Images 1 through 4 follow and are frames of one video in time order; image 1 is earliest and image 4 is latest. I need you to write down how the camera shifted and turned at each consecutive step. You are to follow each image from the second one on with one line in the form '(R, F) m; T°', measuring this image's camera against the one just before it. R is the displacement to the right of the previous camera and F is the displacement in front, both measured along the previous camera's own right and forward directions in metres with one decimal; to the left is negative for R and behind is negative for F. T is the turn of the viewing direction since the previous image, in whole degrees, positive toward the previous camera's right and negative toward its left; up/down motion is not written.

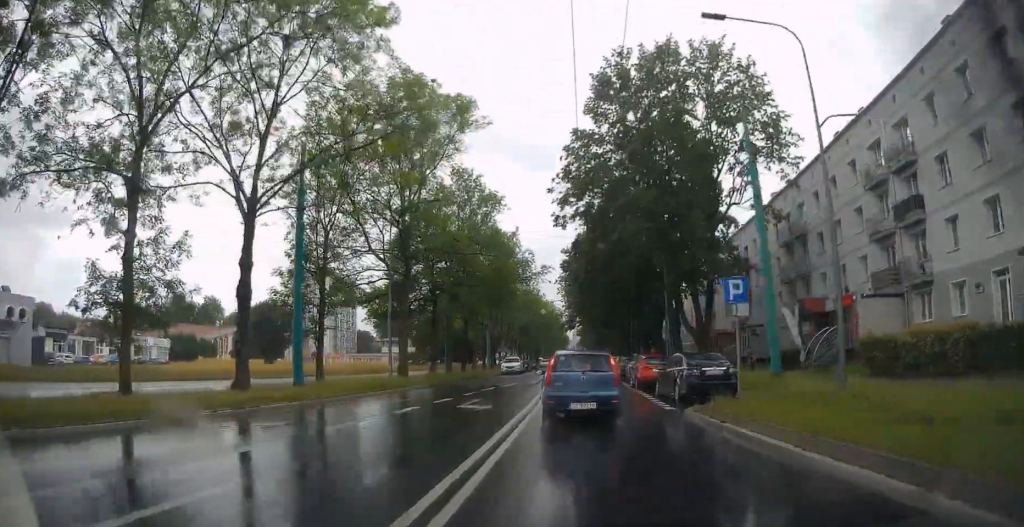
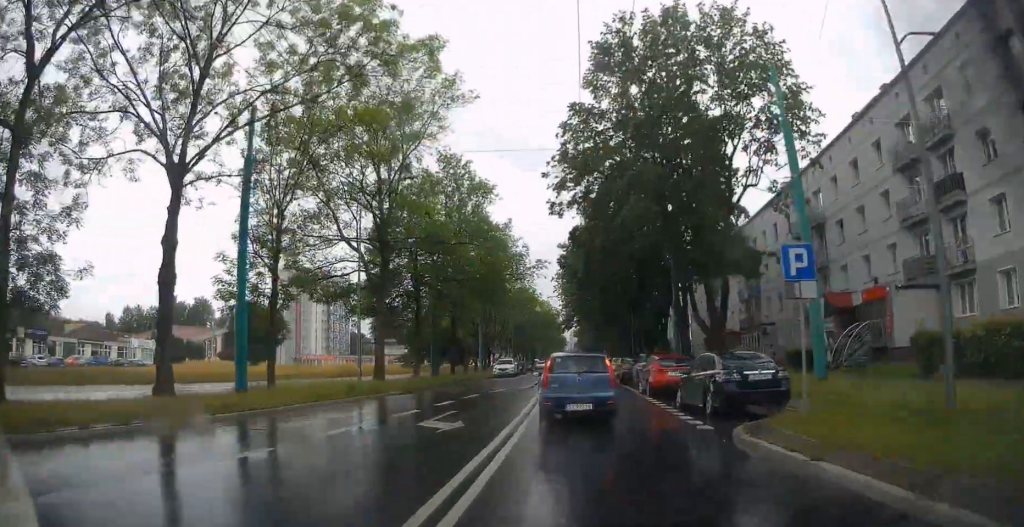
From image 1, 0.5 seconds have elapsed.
(+0.1, +4.5) m; 0°
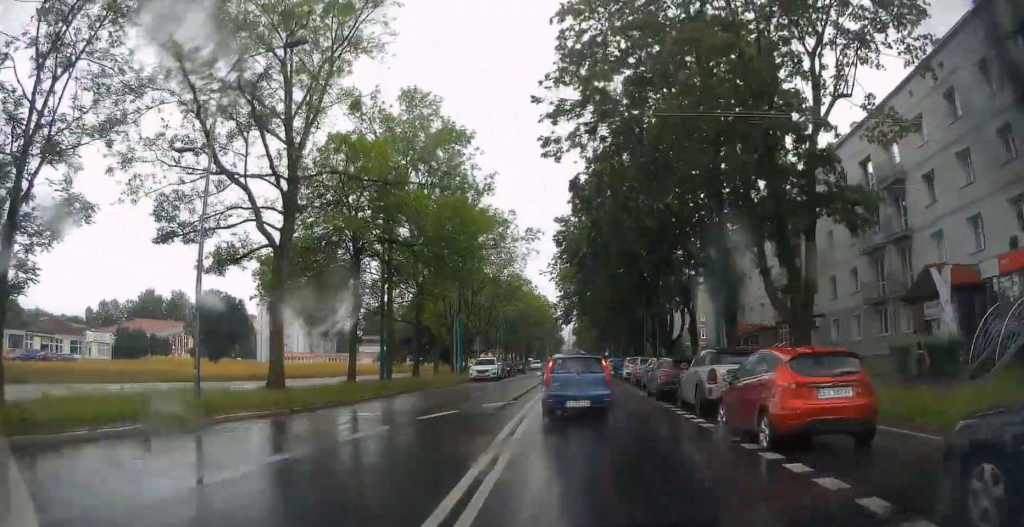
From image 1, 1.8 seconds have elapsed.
(-0.1, +13.0) m; 0°
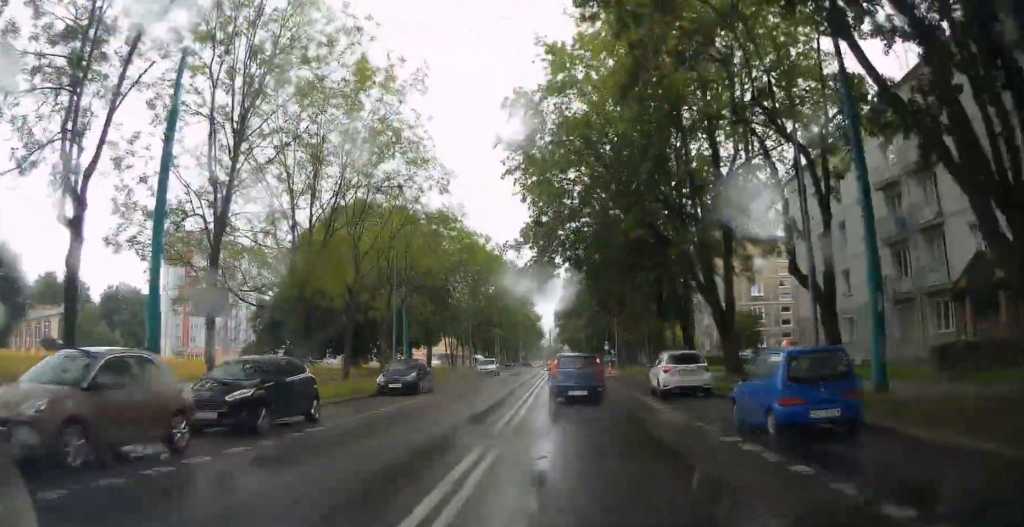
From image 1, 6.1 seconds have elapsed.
(+0.6, +41.1) m; 0°
